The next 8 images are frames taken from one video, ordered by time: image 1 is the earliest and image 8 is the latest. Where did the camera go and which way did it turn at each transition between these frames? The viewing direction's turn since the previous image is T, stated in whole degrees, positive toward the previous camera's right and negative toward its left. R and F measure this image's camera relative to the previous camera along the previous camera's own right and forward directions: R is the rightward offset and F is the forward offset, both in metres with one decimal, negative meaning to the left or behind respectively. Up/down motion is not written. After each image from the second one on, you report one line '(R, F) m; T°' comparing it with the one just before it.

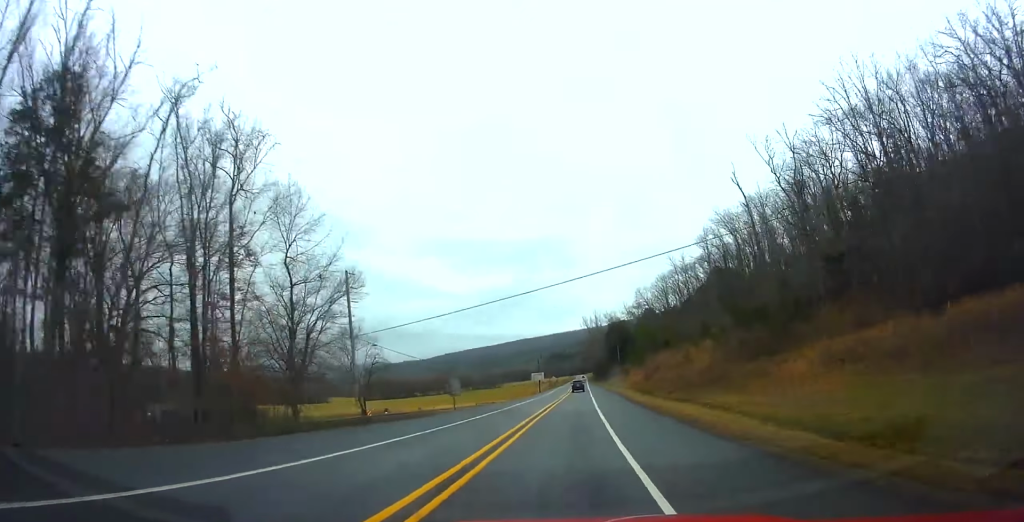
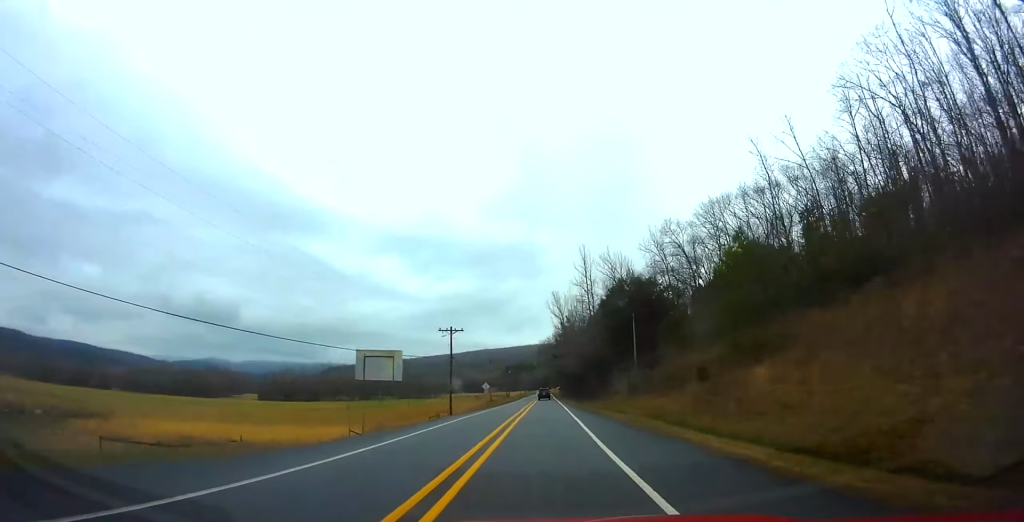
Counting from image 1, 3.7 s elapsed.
(+7.3, +84.4) m; +6°
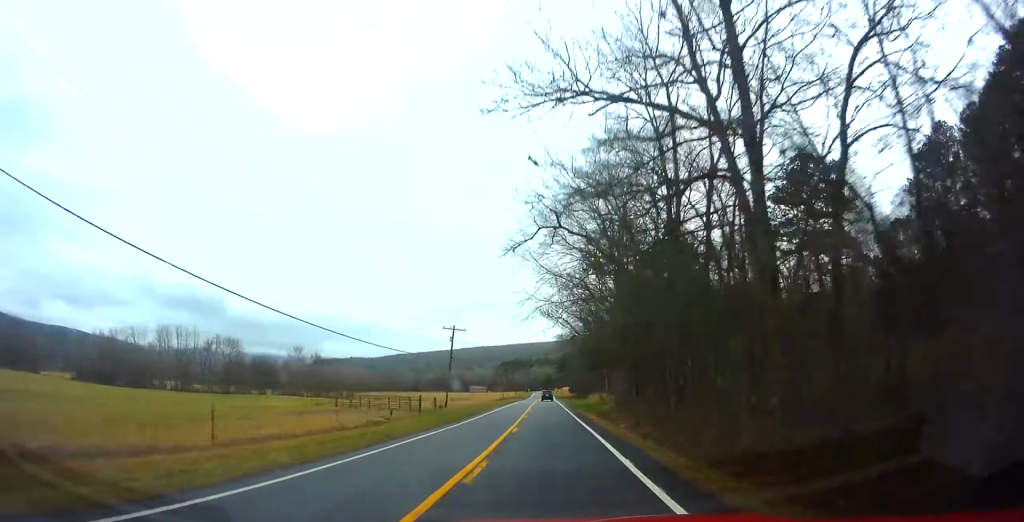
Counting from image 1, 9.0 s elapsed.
(+2.3, +121.2) m; +2°
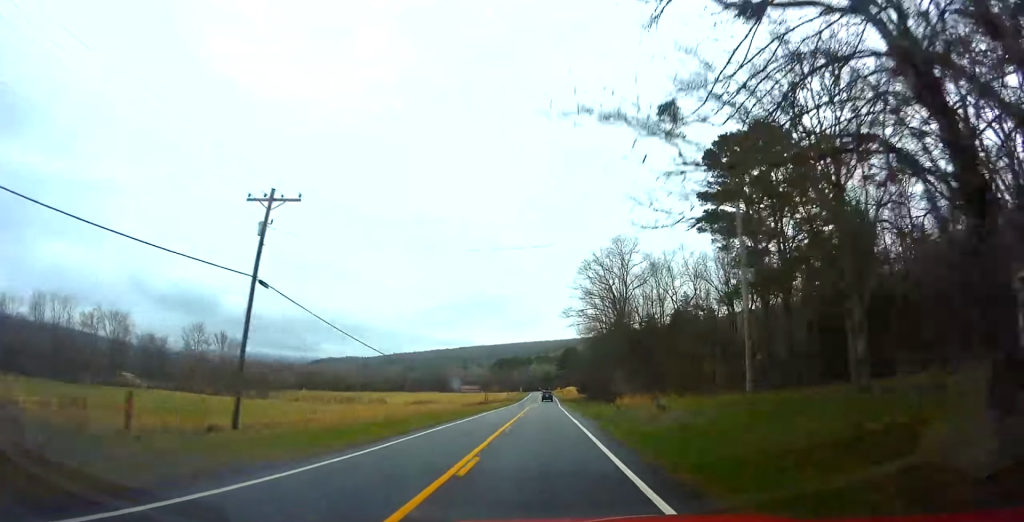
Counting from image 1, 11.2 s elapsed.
(+0.5, +49.7) m; 0°
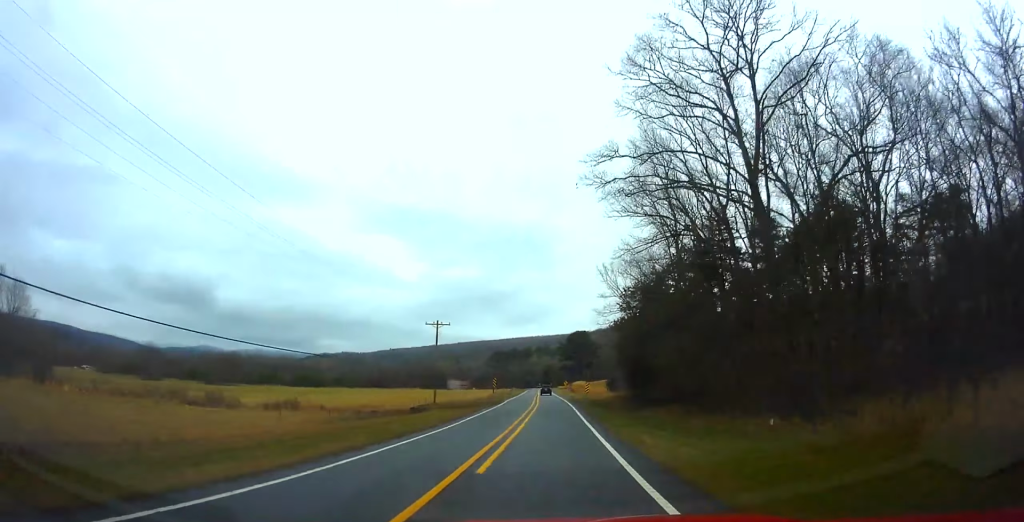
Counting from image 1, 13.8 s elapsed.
(-0.4, +58.2) m; 0°
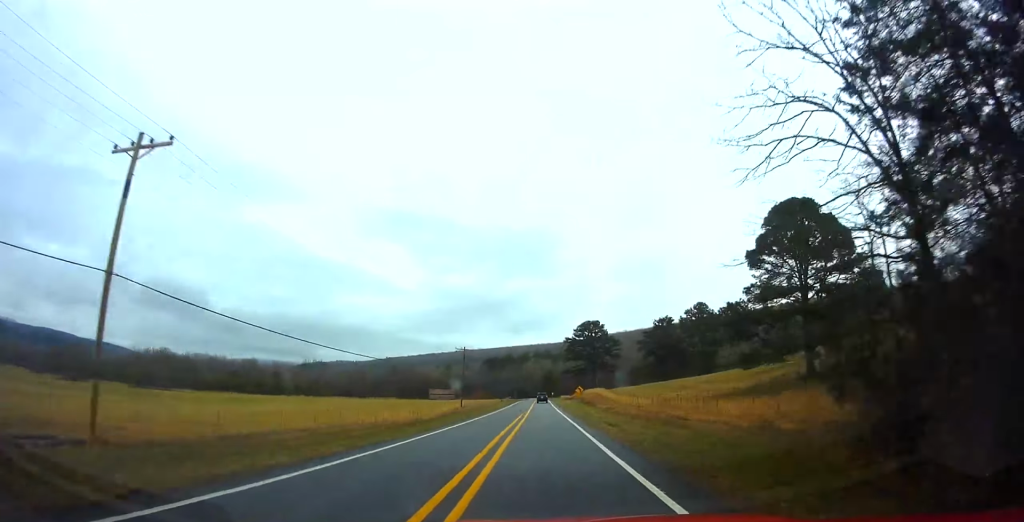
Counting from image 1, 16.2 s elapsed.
(+0.5, +52.8) m; 0°
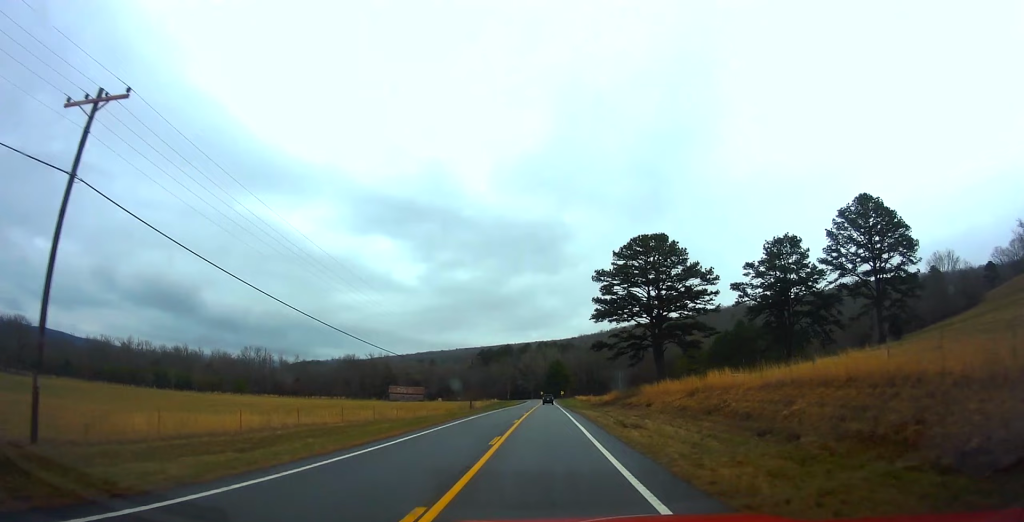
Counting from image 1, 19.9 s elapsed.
(-1.0, +79.4) m; -1°
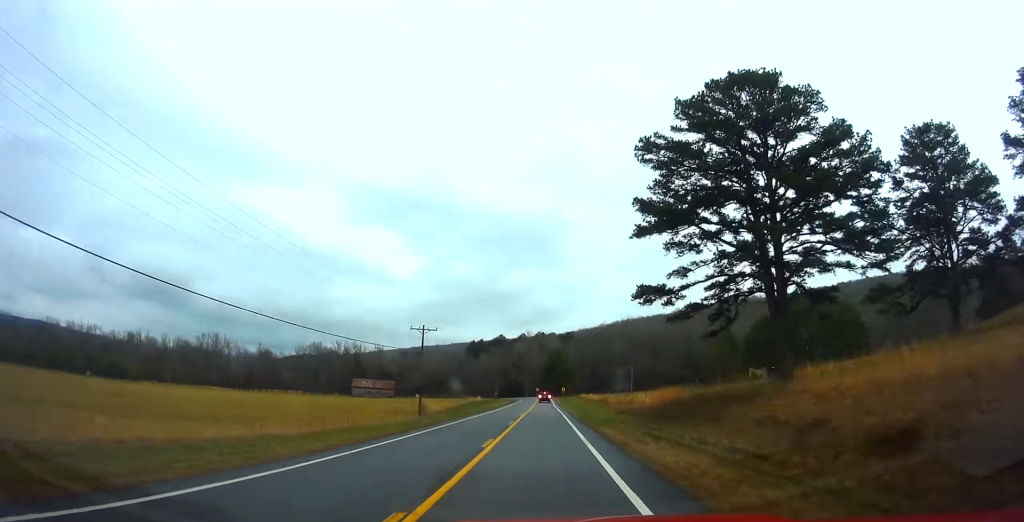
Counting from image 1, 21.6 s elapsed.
(+0.3, +34.9) m; 0°
